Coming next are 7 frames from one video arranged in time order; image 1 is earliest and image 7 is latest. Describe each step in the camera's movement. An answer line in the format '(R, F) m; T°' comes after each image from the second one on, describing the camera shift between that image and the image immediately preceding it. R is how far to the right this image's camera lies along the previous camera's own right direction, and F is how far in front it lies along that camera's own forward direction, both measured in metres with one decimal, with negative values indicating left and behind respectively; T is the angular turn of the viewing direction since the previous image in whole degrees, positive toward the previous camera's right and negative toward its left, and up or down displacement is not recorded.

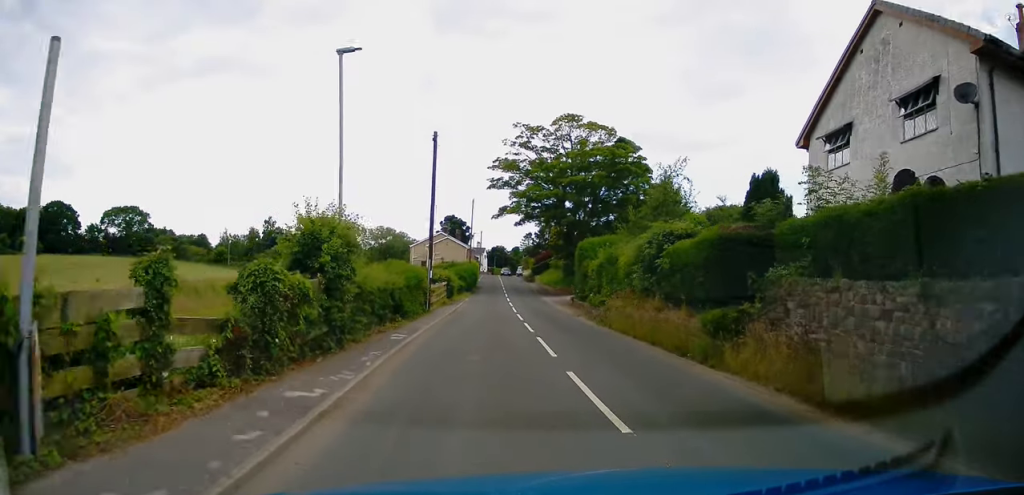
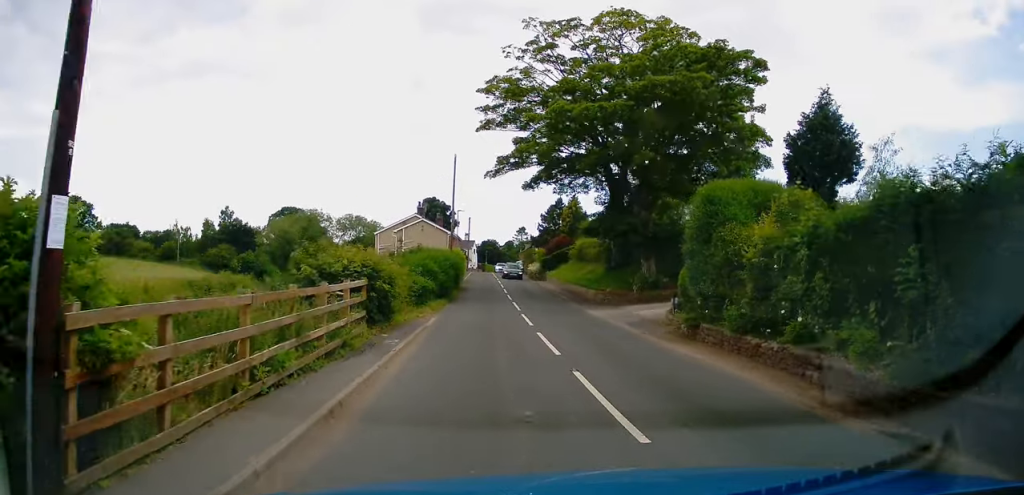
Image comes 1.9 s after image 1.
(-0.1, +24.0) m; 0°
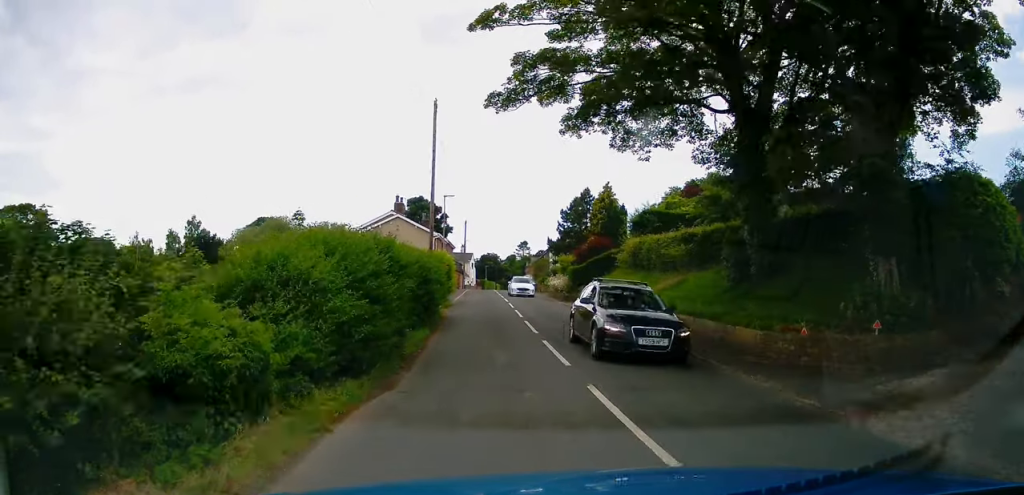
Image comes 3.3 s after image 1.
(-0.2, +18.2) m; 0°
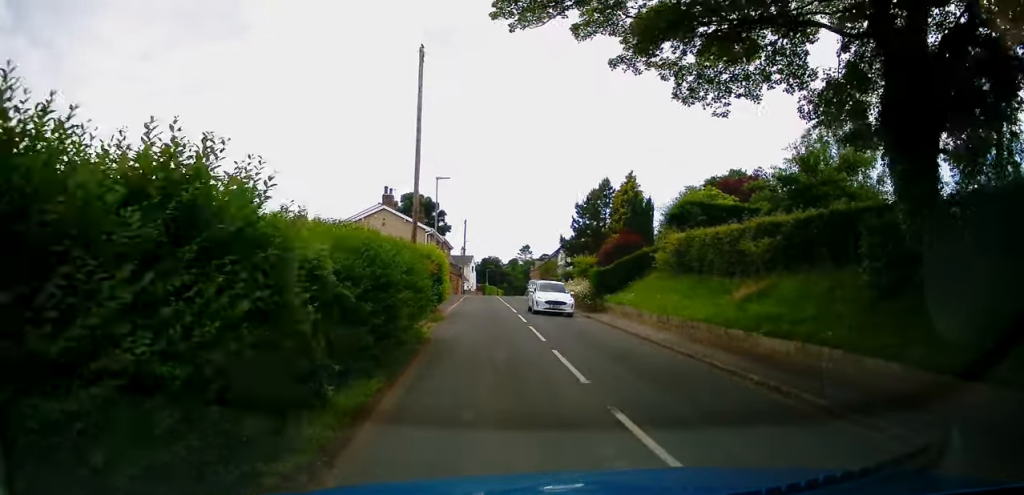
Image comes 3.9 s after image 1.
(+0.2, +7.5) m; 0°
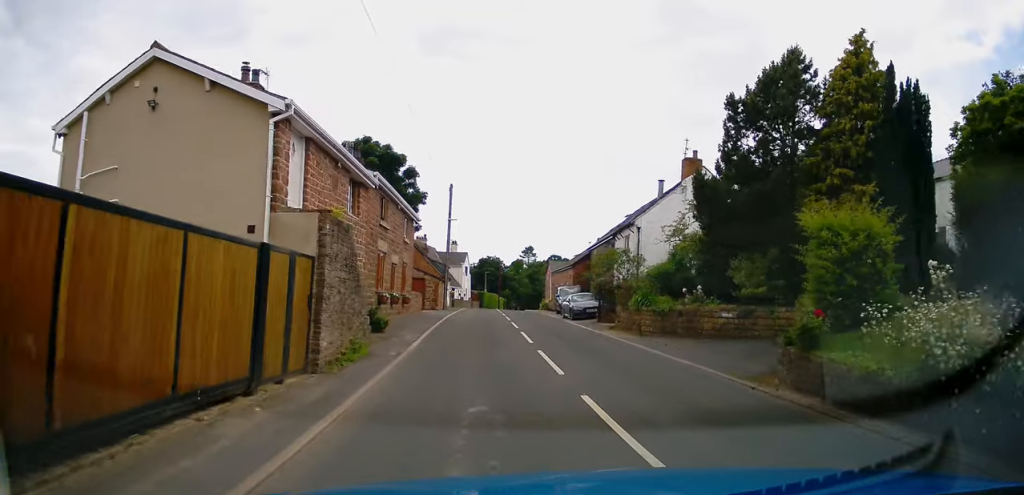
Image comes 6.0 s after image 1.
(+0.2, +27.5) m; +1°
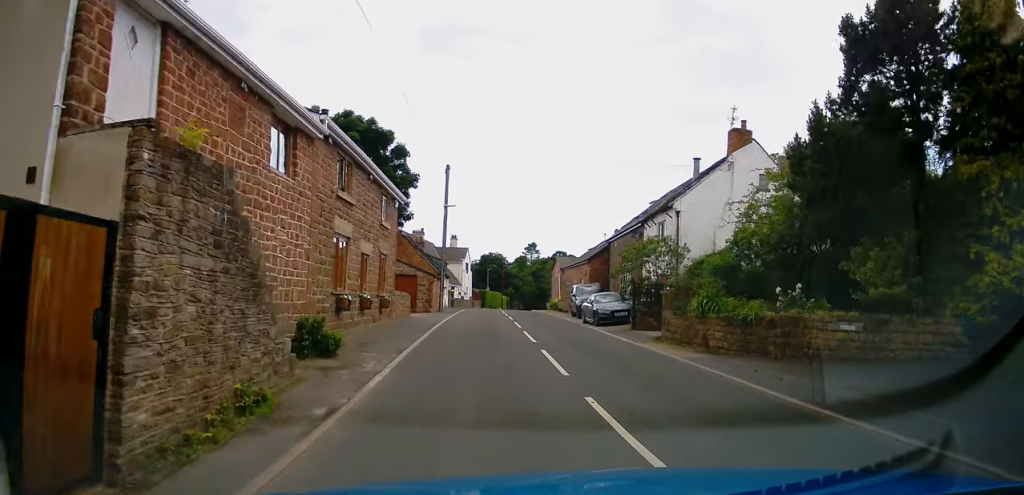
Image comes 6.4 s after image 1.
(+0.1, +5.9) m; 0°
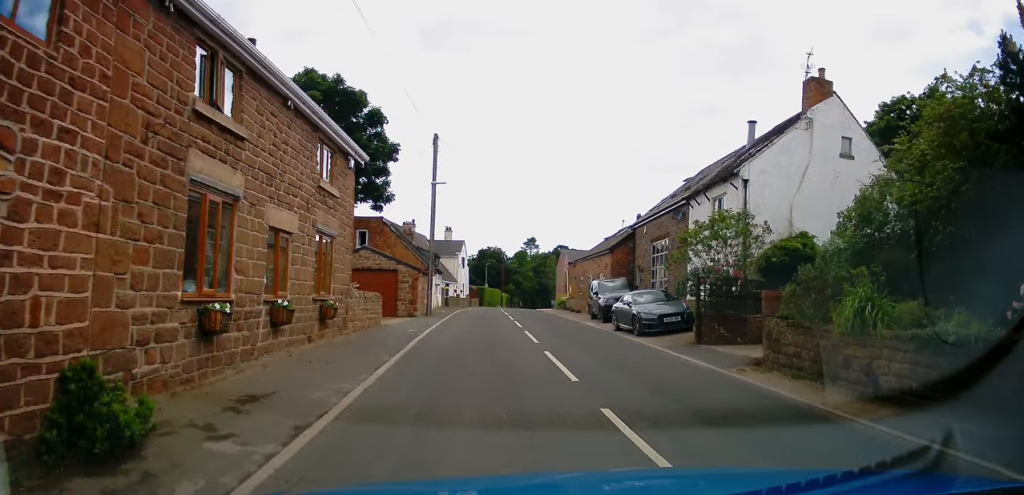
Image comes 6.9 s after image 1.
(-0.3, +7.0) m; 0°
